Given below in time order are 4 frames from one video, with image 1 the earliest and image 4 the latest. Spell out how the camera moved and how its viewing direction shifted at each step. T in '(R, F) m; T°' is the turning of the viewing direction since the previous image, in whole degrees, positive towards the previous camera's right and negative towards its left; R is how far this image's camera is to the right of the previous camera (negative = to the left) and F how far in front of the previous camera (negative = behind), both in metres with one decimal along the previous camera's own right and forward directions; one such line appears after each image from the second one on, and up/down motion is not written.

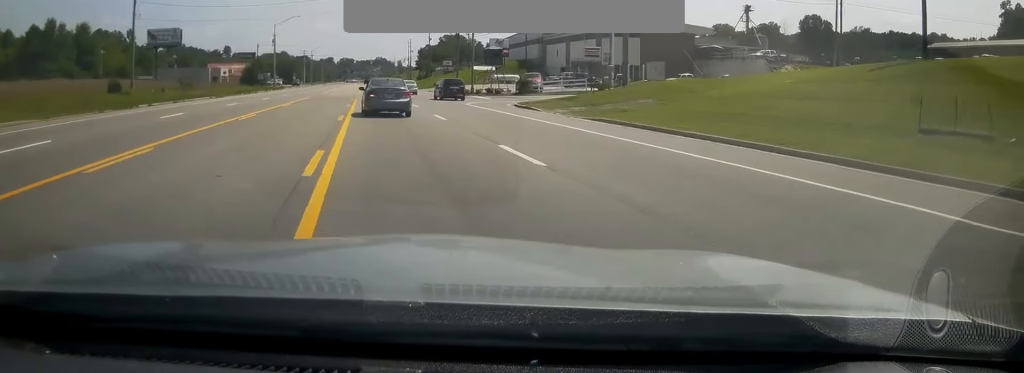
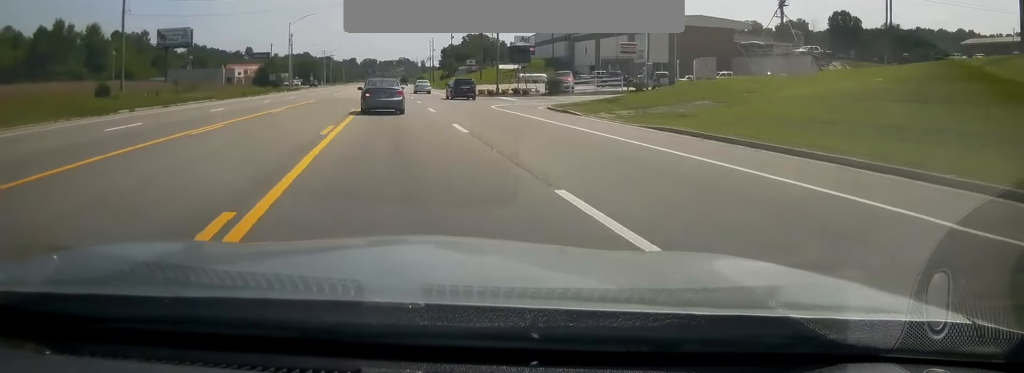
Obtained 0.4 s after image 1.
(0.0, +5.8) m; -1°
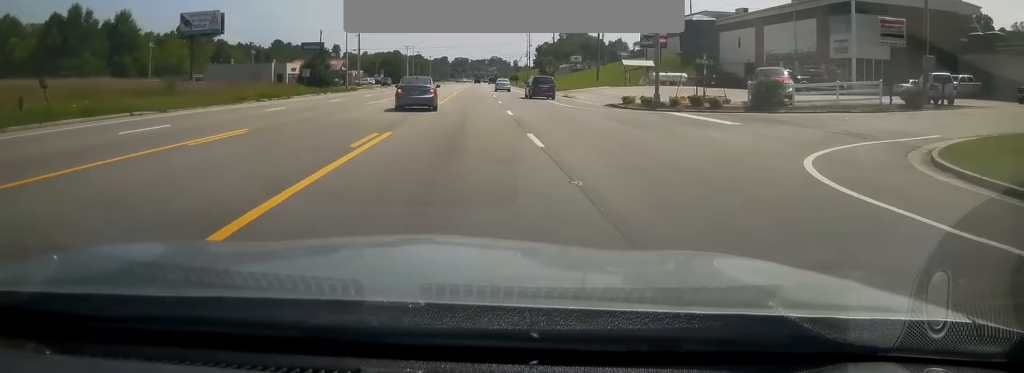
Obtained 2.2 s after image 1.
(-0.9, +27.5) m; -5°
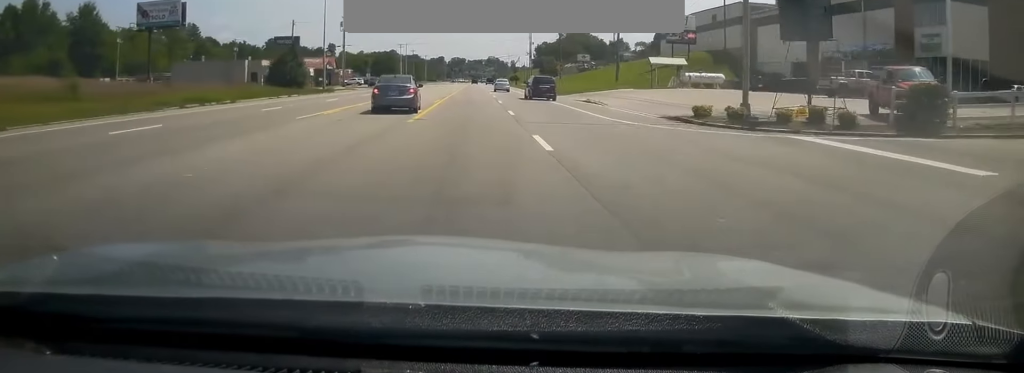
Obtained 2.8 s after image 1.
(-0.3, +12.5) m; -3°
